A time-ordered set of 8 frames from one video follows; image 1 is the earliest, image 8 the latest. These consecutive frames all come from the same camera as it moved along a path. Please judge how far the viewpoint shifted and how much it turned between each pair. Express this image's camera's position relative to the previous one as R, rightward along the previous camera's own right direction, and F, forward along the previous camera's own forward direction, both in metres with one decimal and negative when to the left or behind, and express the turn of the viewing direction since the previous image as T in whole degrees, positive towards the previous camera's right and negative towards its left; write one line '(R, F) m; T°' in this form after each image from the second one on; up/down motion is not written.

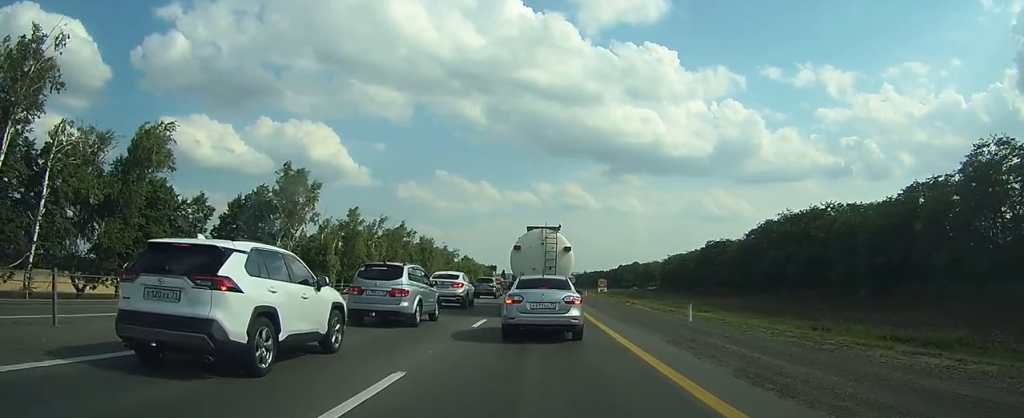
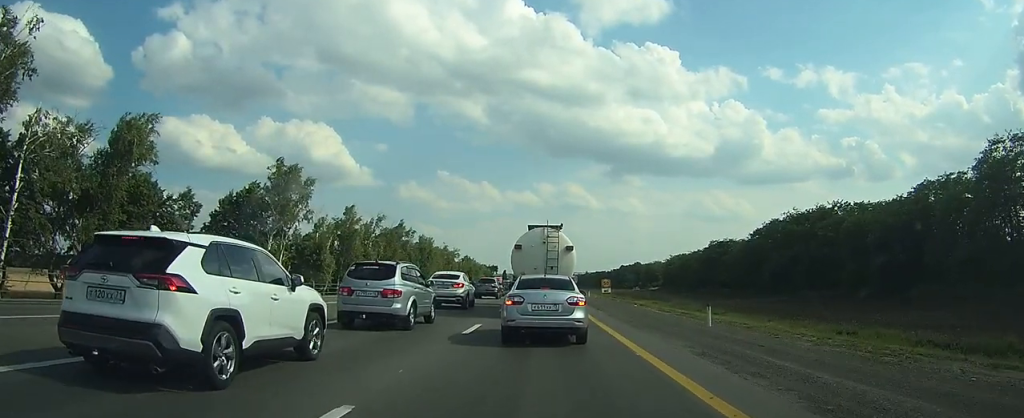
(0.0, +2.7) m; -1°
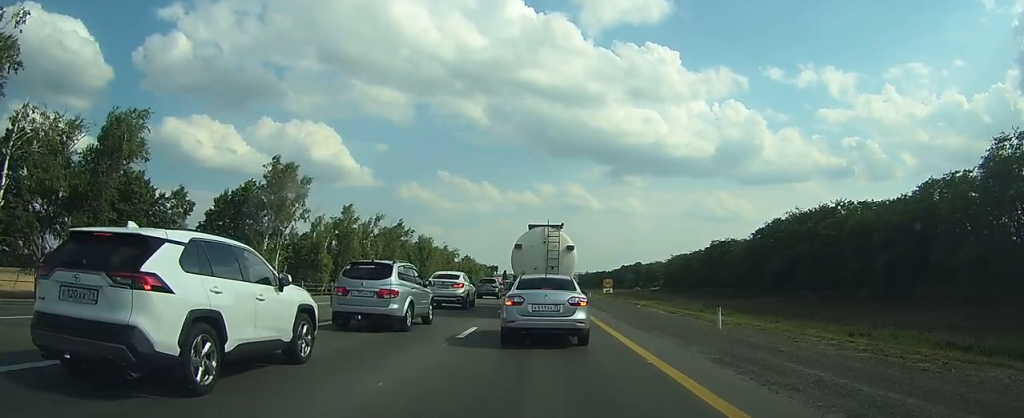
(0.0, +1.2) m; 0°
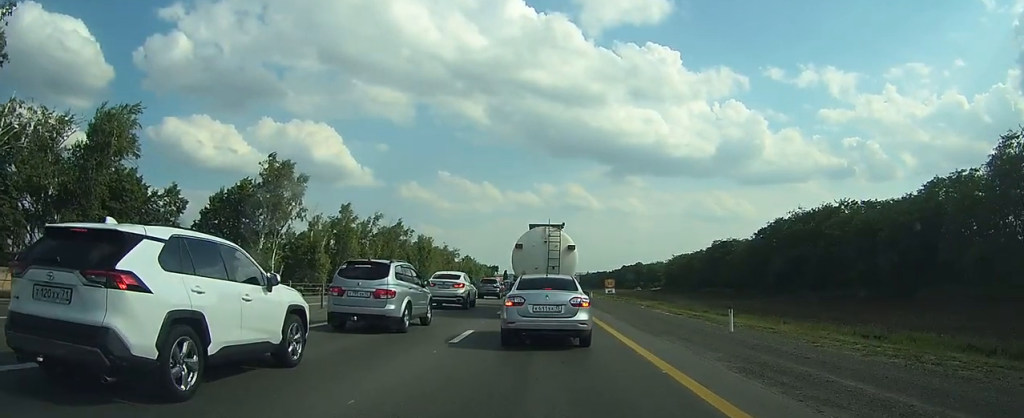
(0.0, +1.3) m; 0°
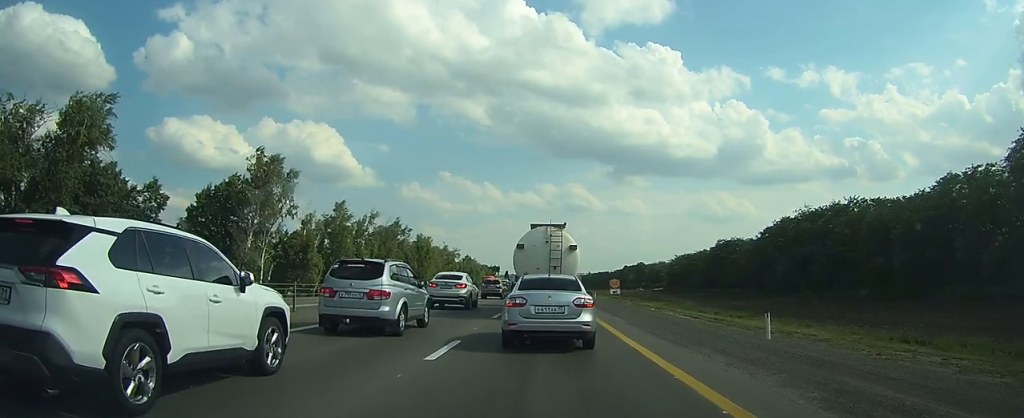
(+0.1, +3.3) m; 0°
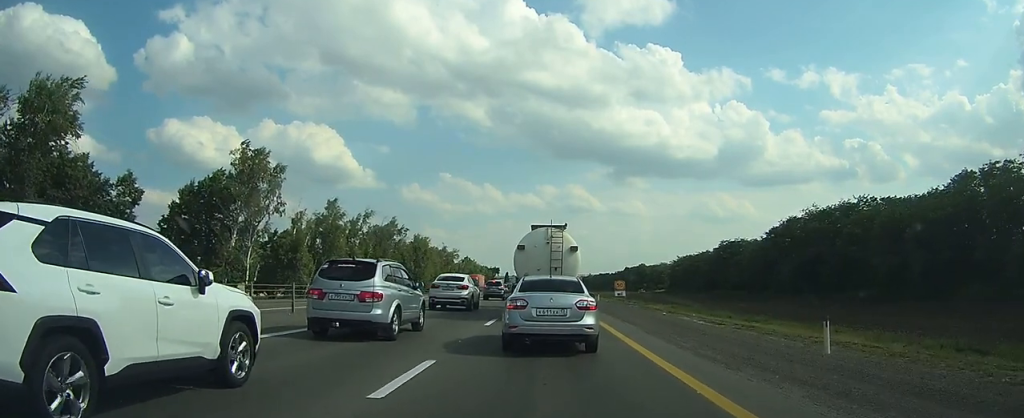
(-0.1, +3.3) m; 0°
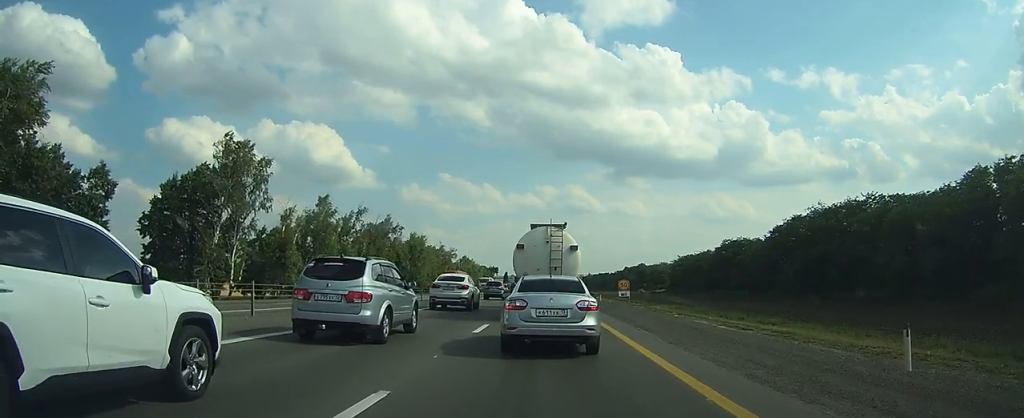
(+0.1, +2.7) m; +2°
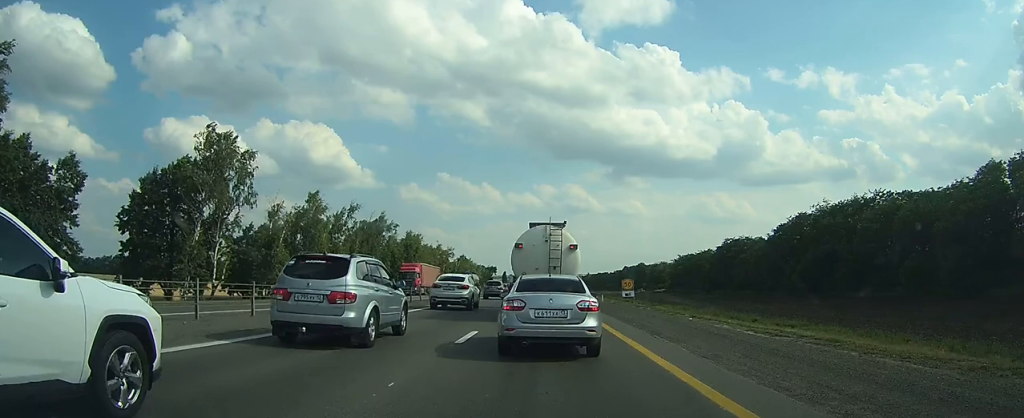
(0.0, +2.5) m; +1°
